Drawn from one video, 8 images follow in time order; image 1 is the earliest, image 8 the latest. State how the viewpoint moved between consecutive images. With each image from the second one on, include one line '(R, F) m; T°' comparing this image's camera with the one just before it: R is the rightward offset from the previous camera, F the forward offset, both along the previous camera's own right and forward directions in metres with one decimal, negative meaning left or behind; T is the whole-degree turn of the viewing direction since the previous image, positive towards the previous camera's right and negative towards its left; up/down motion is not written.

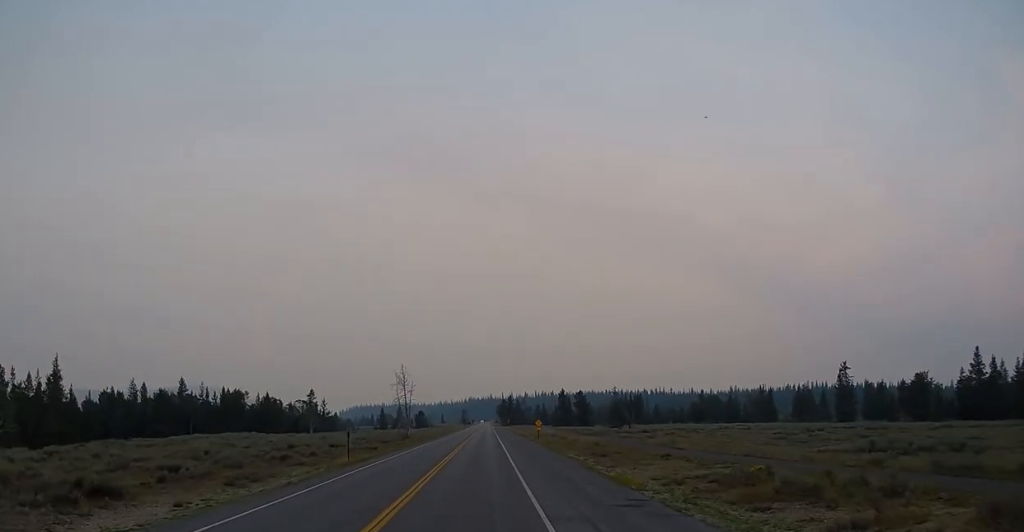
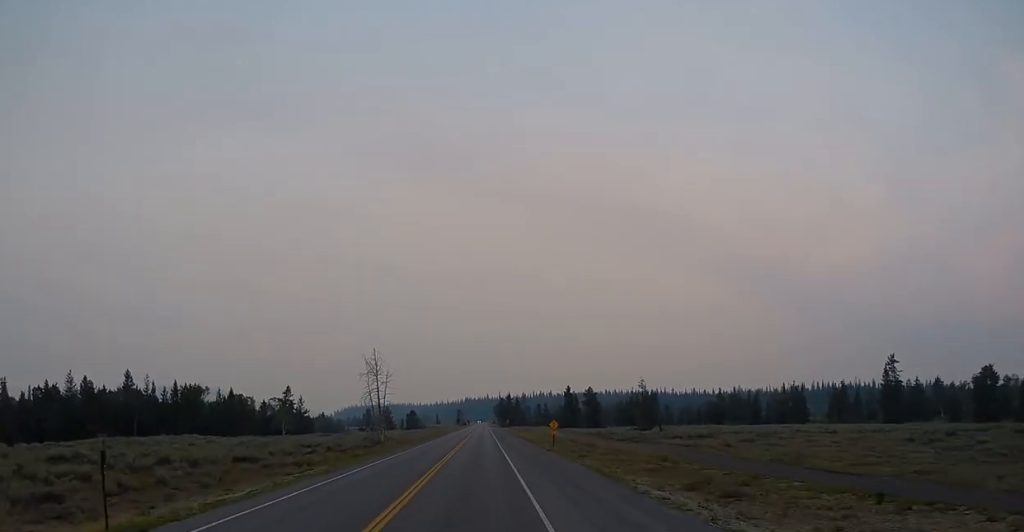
(+0.3, +26.0) m; +2°
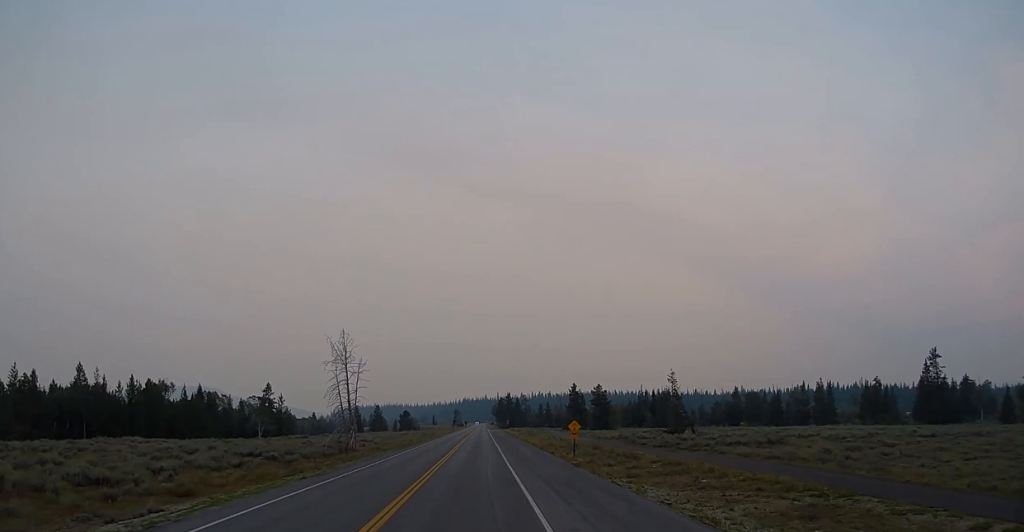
(+0.1, +17.5) m; 0°
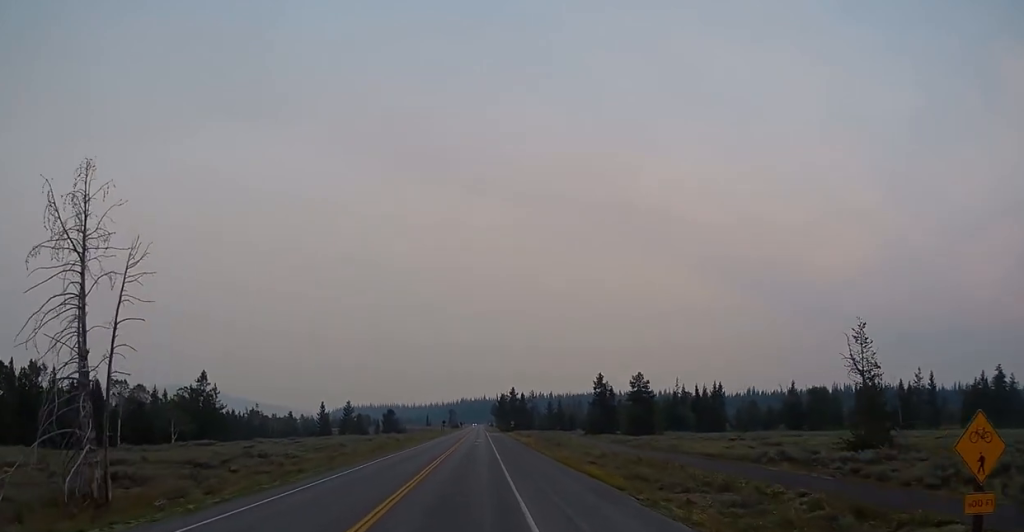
(-0.4, +46.0) m; 0°
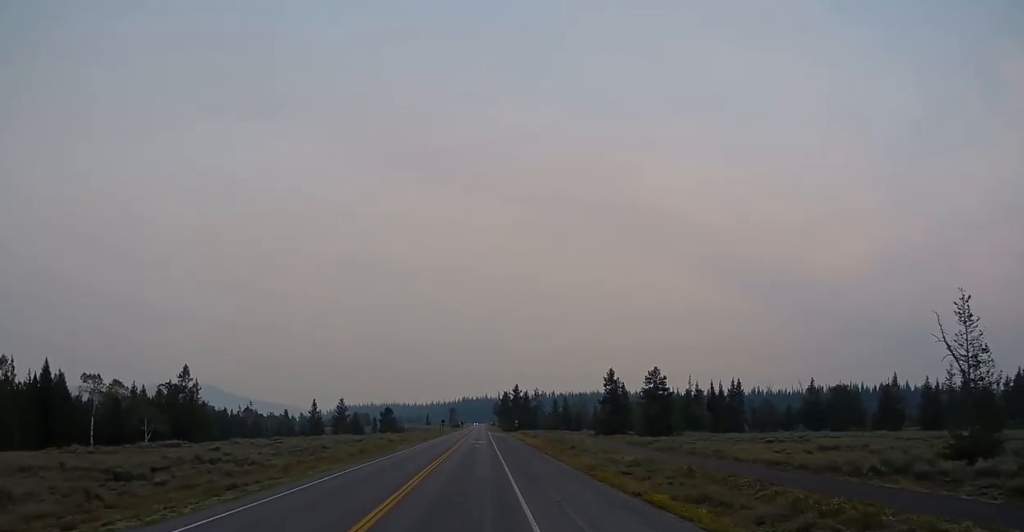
(+0.3, +10.3) m; 0°
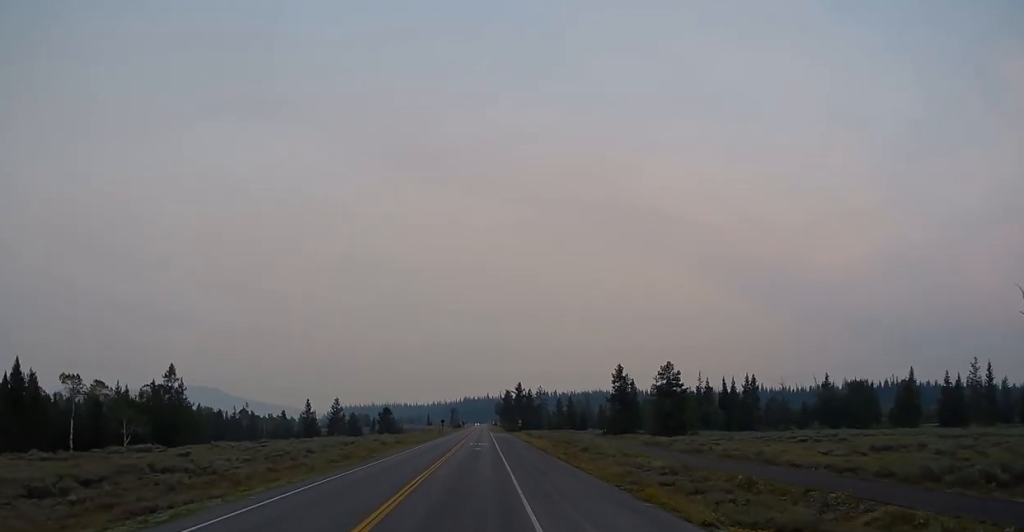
(-0.2, +7.0) m; 0°
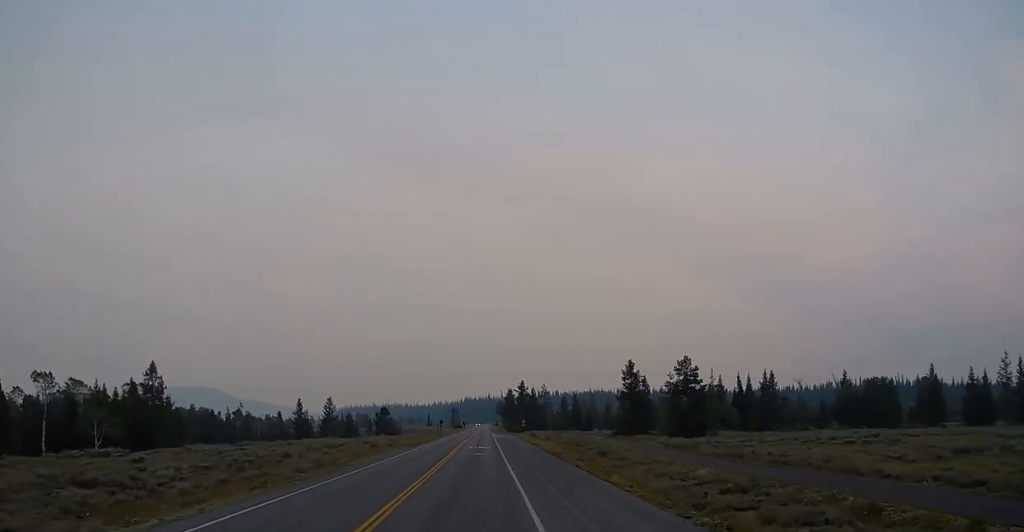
(-0.2, +8.1) m; 0°
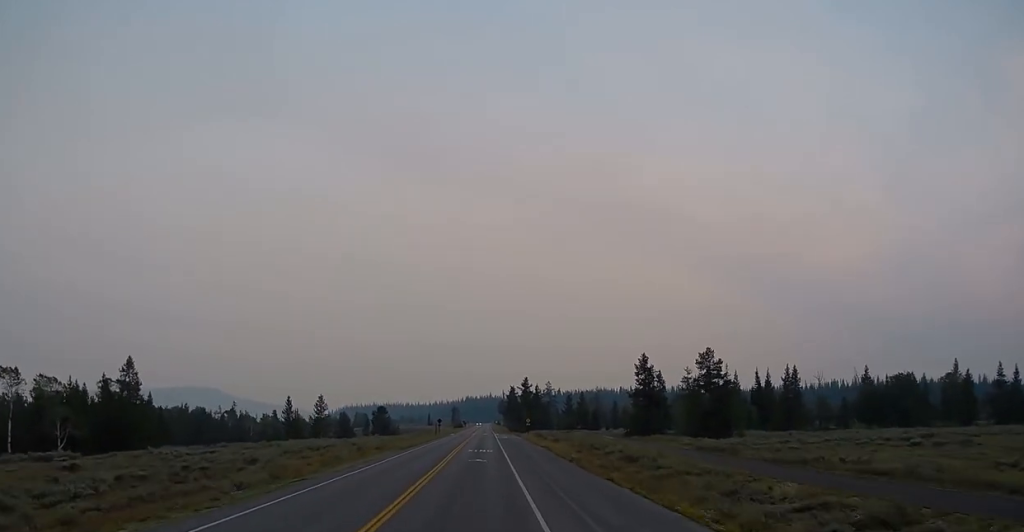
(+0.3, +9.2) m; 0°
